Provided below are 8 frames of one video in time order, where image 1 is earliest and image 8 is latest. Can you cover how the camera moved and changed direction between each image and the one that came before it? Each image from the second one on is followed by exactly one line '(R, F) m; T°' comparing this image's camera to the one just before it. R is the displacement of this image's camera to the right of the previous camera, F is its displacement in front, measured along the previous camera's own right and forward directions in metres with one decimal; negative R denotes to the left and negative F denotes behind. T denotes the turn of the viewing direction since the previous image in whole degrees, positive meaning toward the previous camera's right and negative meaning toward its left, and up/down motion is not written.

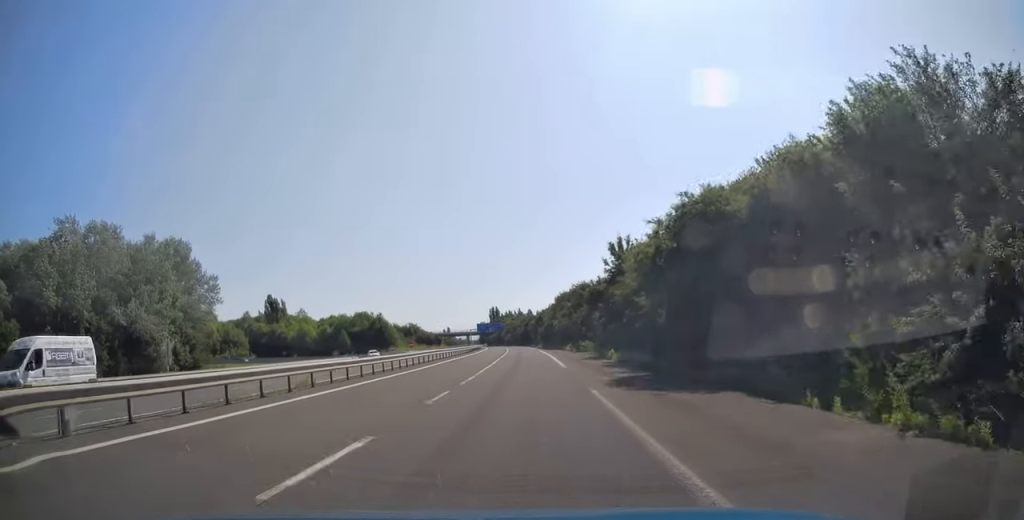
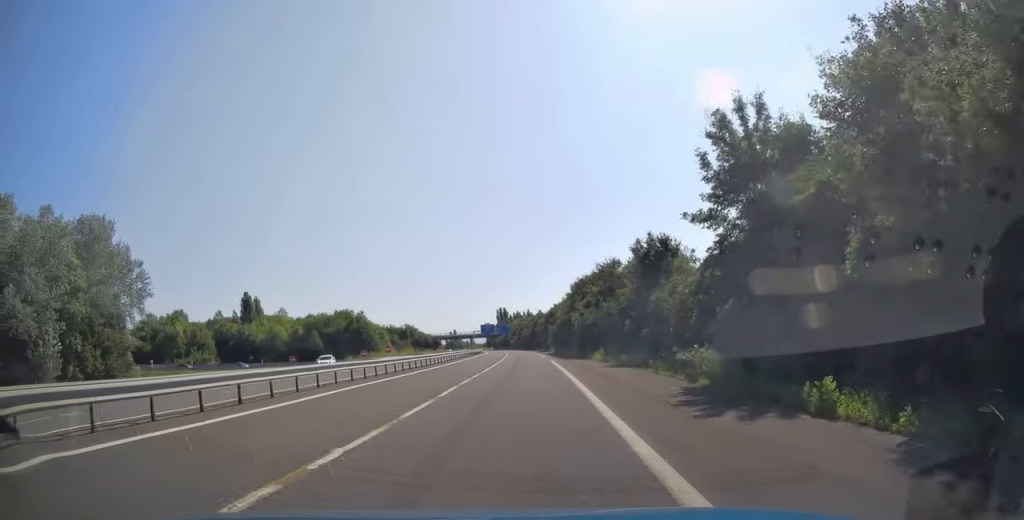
(0.0, +24.9) m; -1°
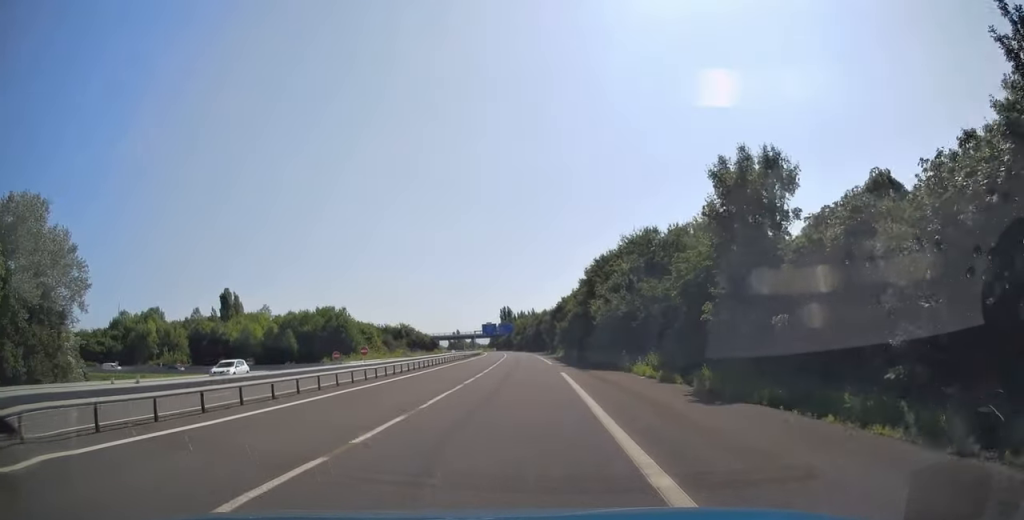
(-0.2, +15.7) m; -1°
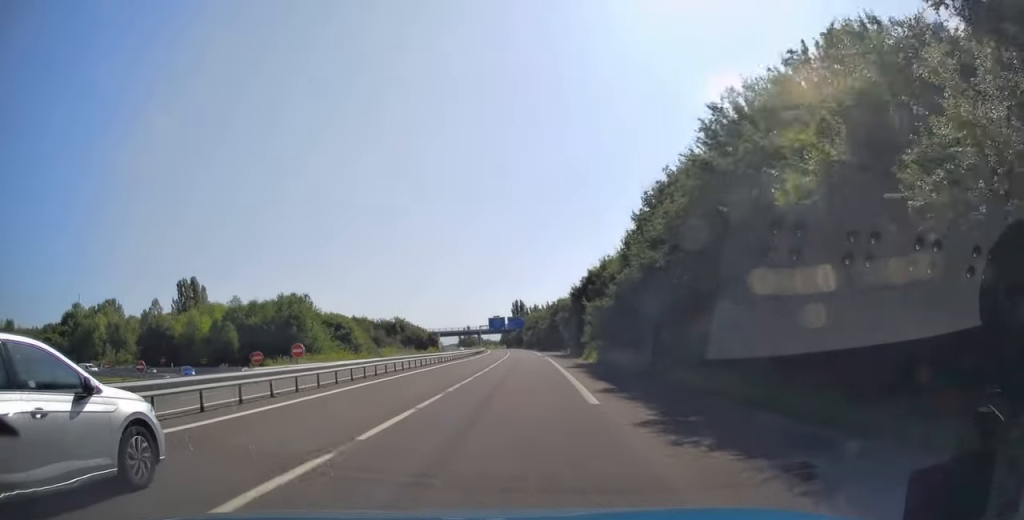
(-0.3, +25.9) m; -1°
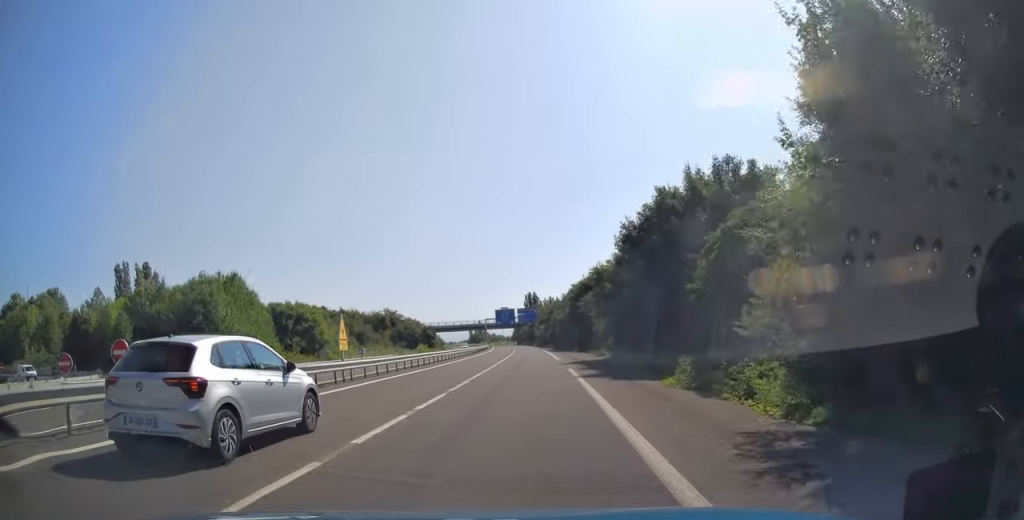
(-0.2, +26.5) m; -1°
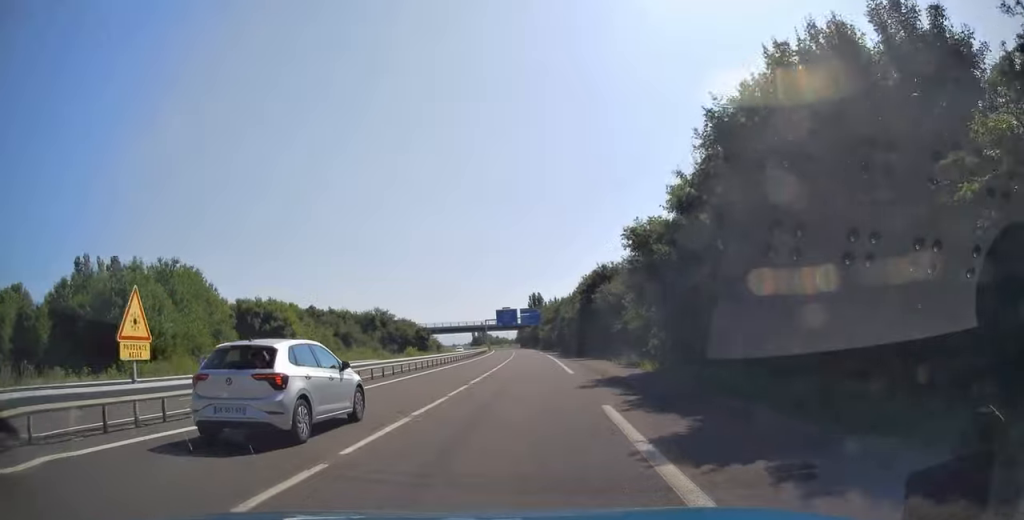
(0.0, +12.9) m; -1°
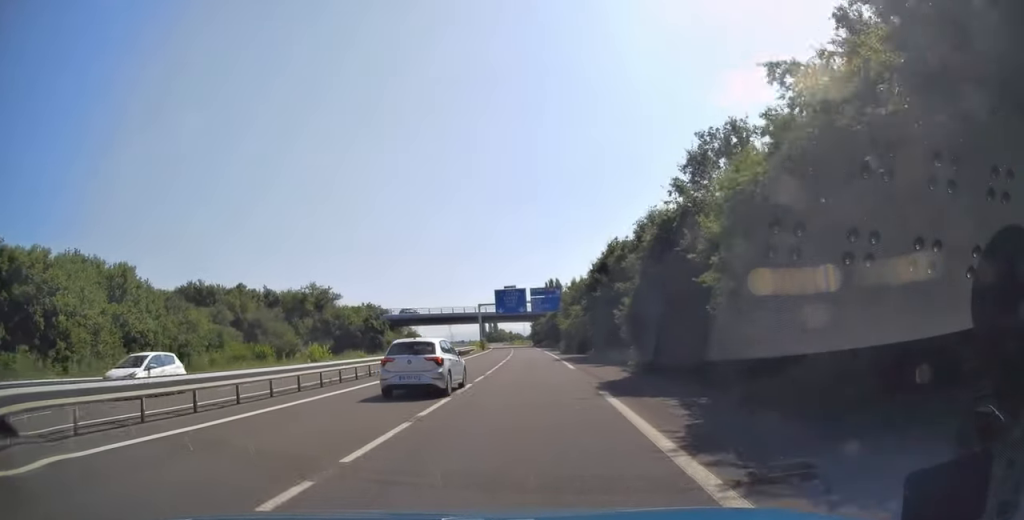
(-1.5, +49.1) m; -3°
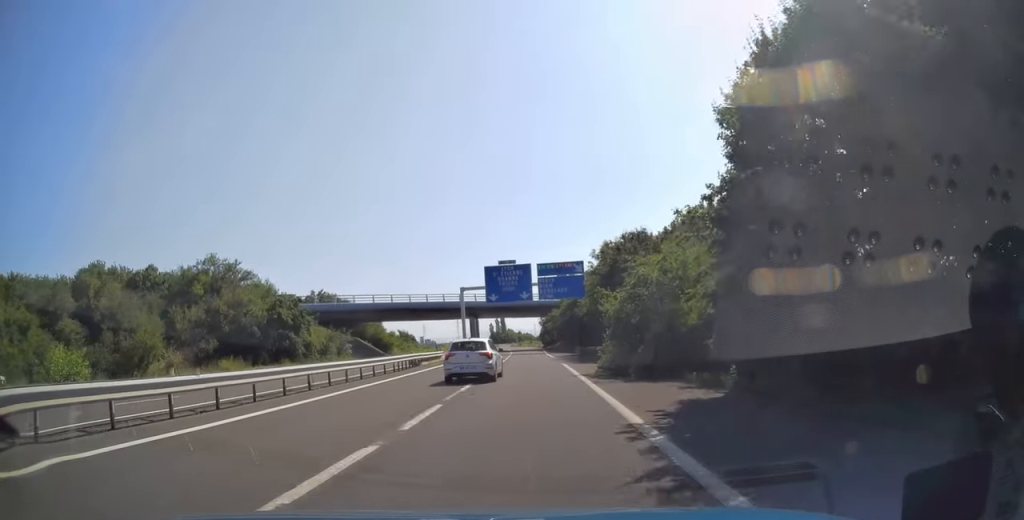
(-0.1, +32.9) m; 0°
